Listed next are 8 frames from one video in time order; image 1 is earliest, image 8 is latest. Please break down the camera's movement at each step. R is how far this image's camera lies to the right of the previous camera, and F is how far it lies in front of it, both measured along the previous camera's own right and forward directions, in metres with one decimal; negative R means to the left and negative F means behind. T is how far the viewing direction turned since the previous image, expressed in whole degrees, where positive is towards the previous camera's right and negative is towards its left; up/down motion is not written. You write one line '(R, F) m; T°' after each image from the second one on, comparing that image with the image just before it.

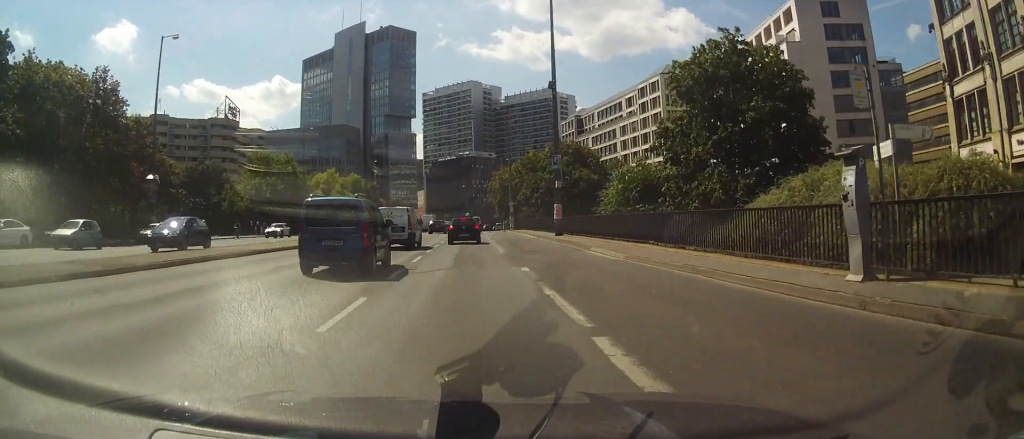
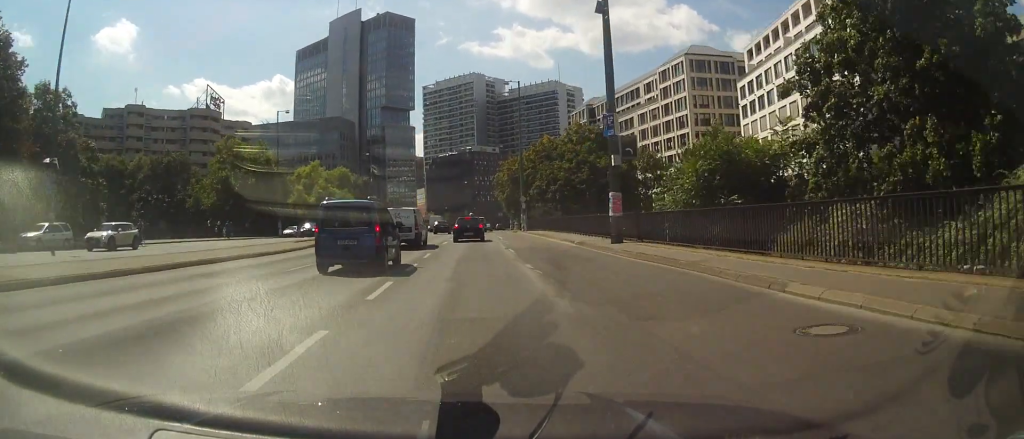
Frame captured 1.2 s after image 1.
(-0.1, +14.8) m; -1°
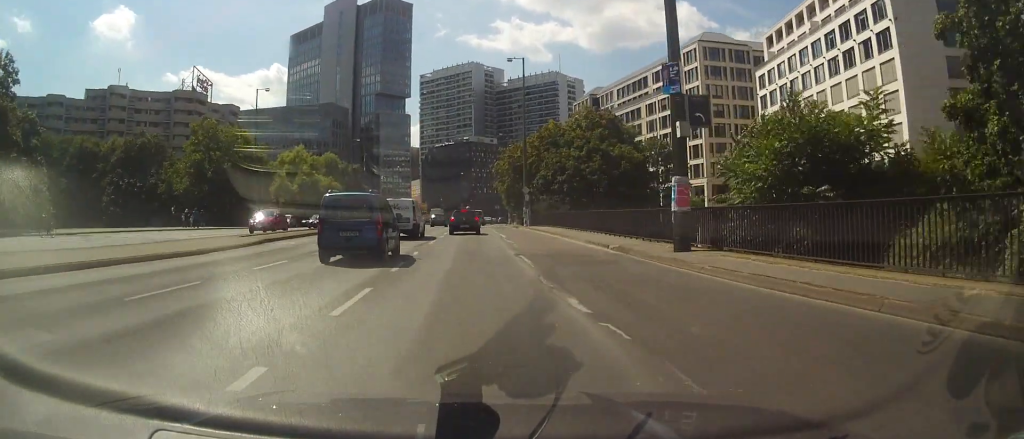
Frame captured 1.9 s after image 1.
(-0.1, +8.0) m; 0°
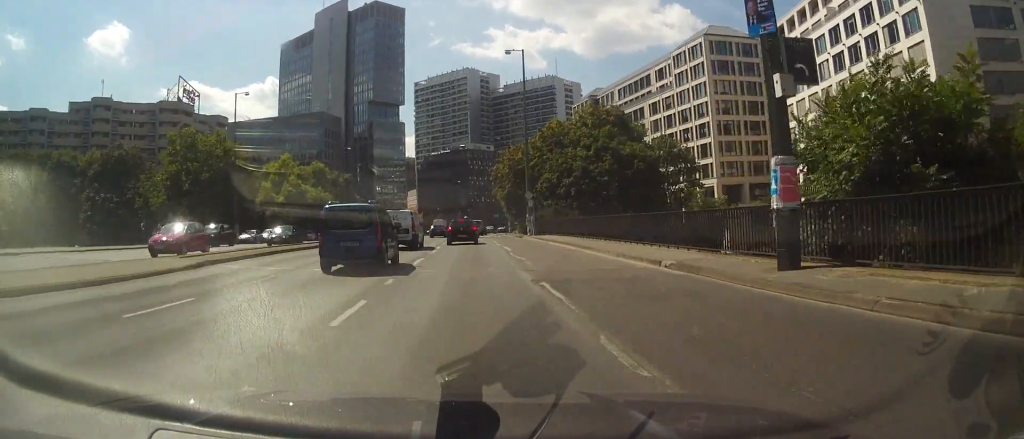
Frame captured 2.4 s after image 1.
(0.0, +5.9) m; 0°
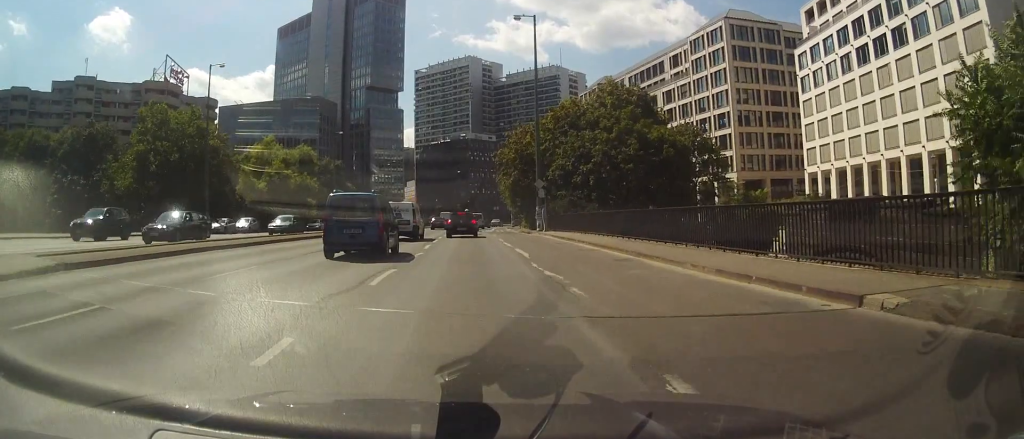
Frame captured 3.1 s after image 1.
(0.0, +8.2) m; 0°
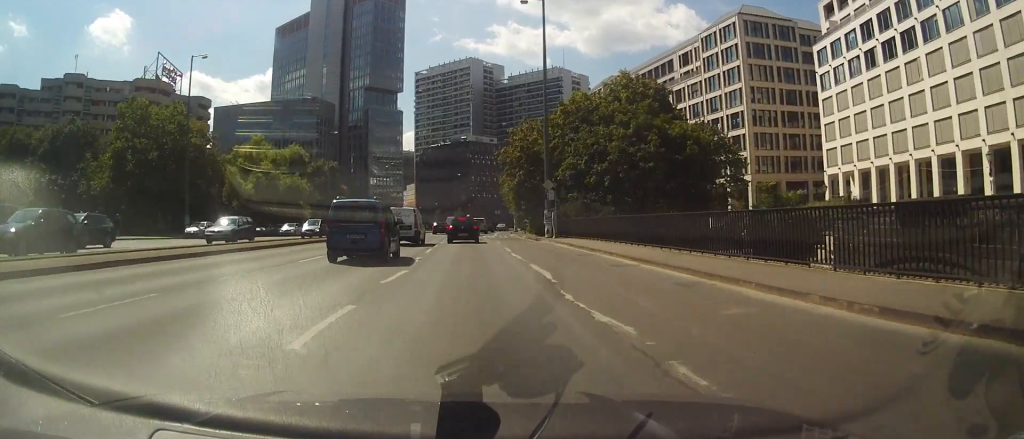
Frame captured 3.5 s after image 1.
(0.0, +5.0) m; 0°
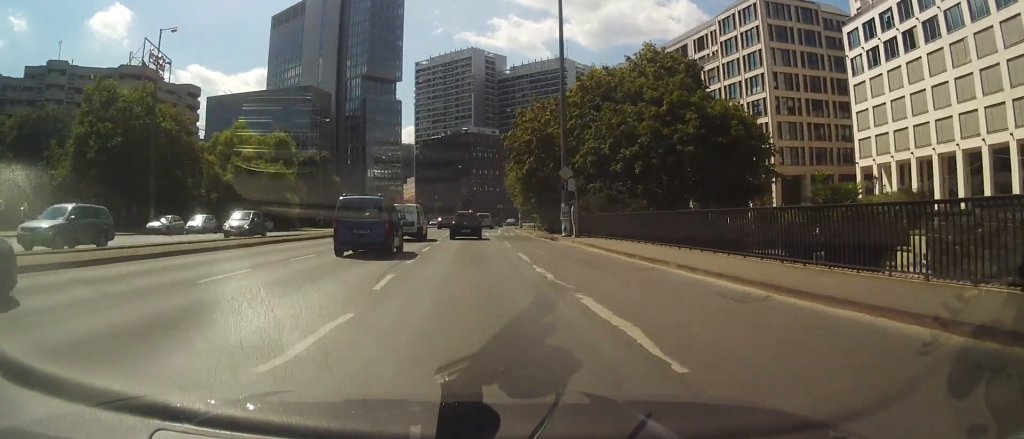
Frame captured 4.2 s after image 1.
(0.0, +7.3) m; 0°
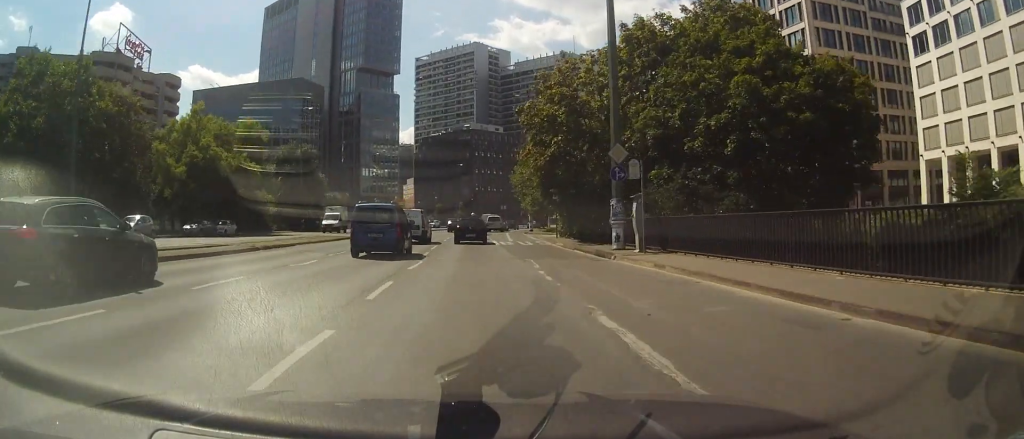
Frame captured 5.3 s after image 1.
(+0.1, +12.3) m; 0°
